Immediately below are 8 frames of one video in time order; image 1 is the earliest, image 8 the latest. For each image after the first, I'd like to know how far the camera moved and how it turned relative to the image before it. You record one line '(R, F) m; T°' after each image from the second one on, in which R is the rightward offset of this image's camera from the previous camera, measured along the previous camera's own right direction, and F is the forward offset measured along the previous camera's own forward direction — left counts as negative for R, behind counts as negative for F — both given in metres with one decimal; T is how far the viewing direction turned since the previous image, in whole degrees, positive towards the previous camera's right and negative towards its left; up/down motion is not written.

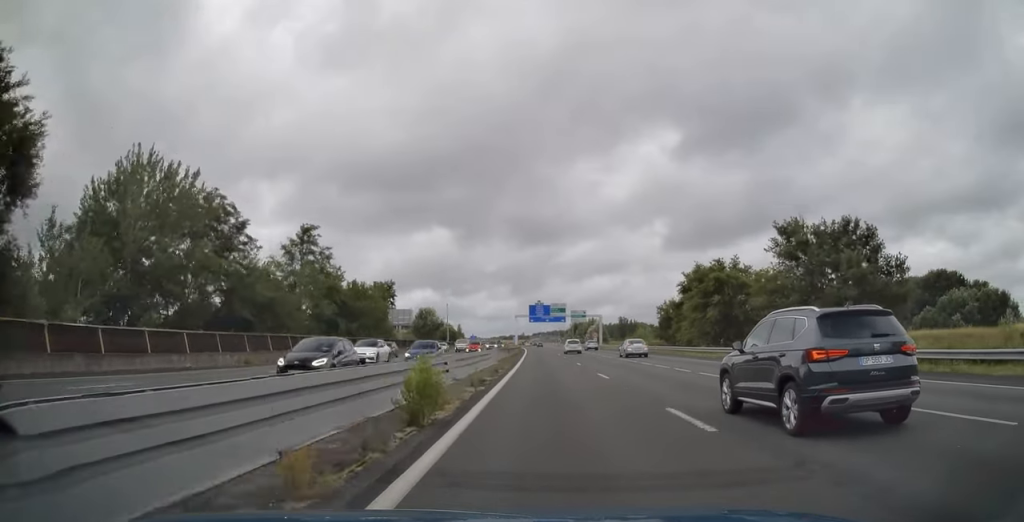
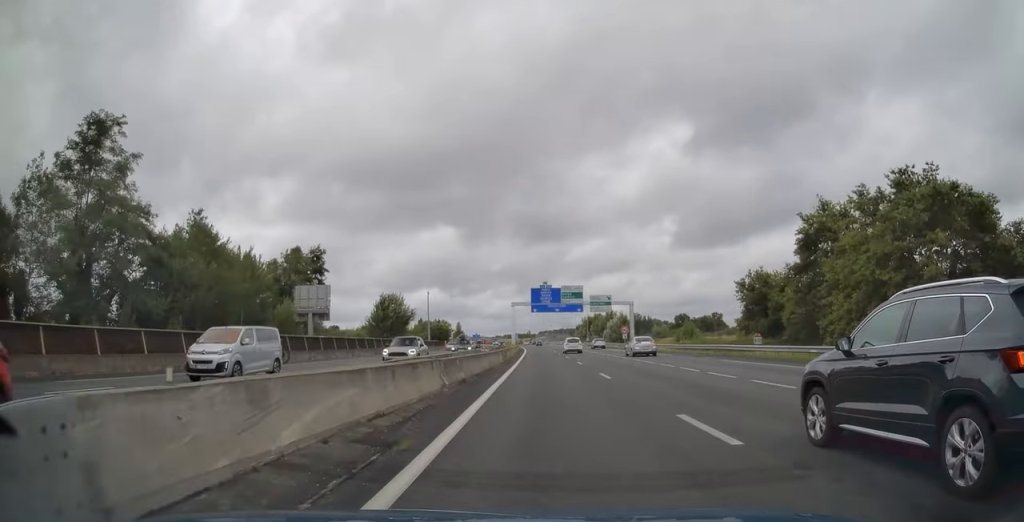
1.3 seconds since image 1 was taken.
(-0.3, +40.4) m; -1°
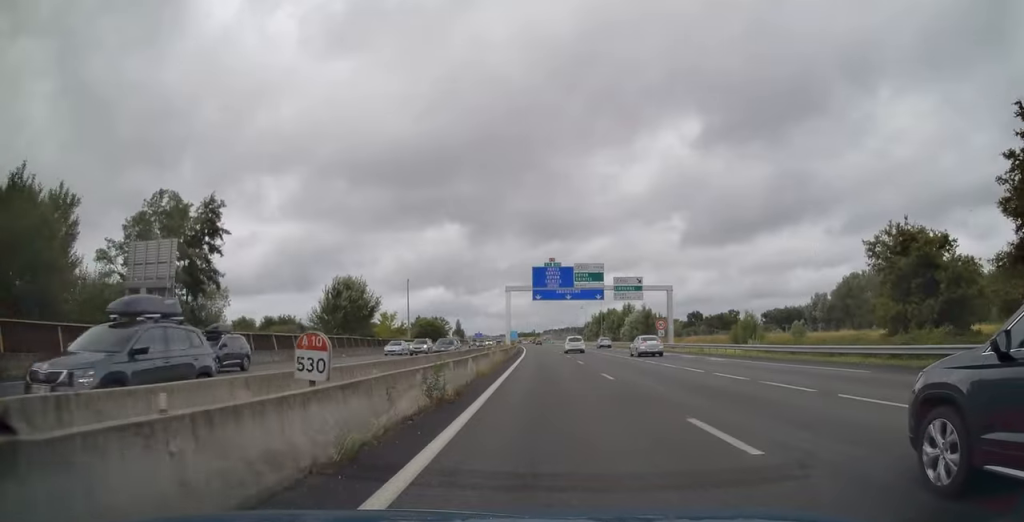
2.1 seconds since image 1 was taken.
(-0.1, +26.8) m; 0°
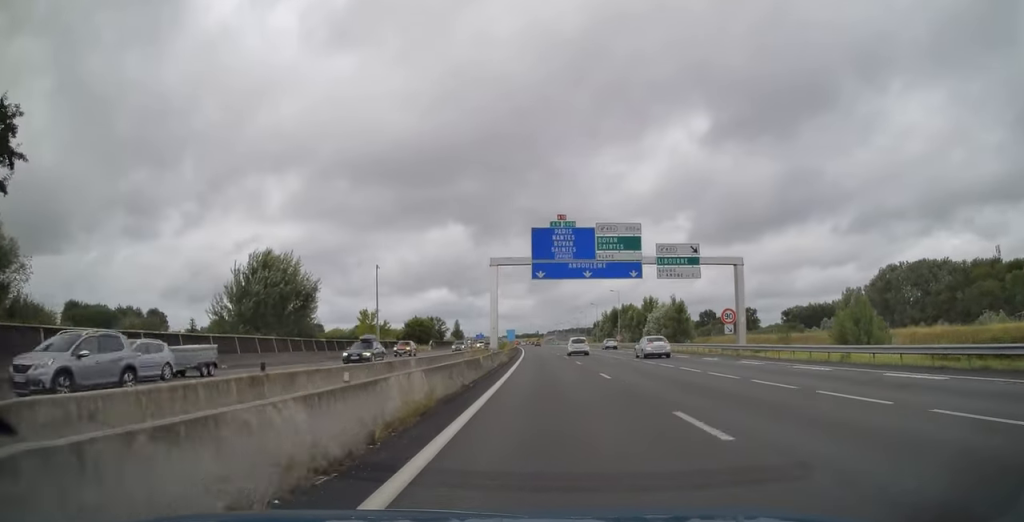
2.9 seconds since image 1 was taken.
(-0.1, +25.3) m; 0°
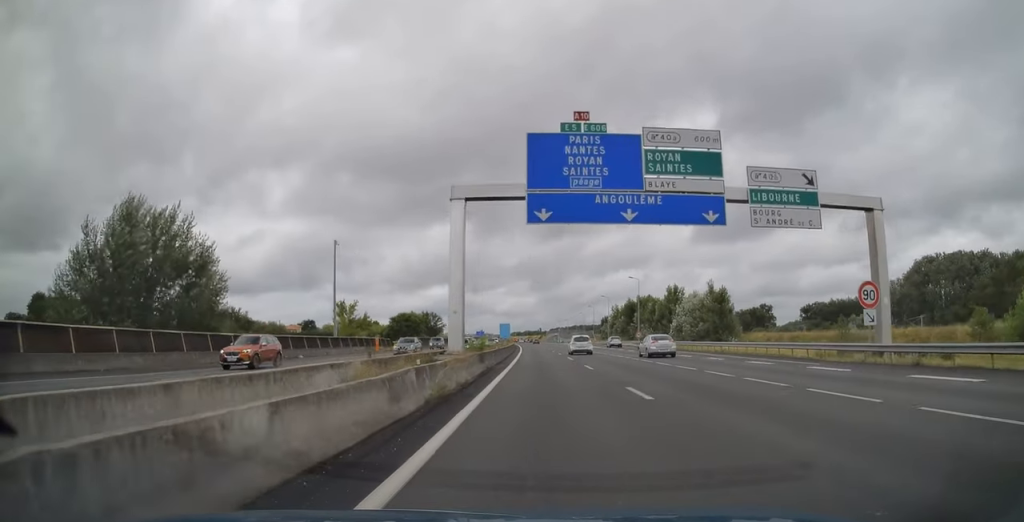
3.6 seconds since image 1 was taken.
(-0.1, +21.0) m; 0°
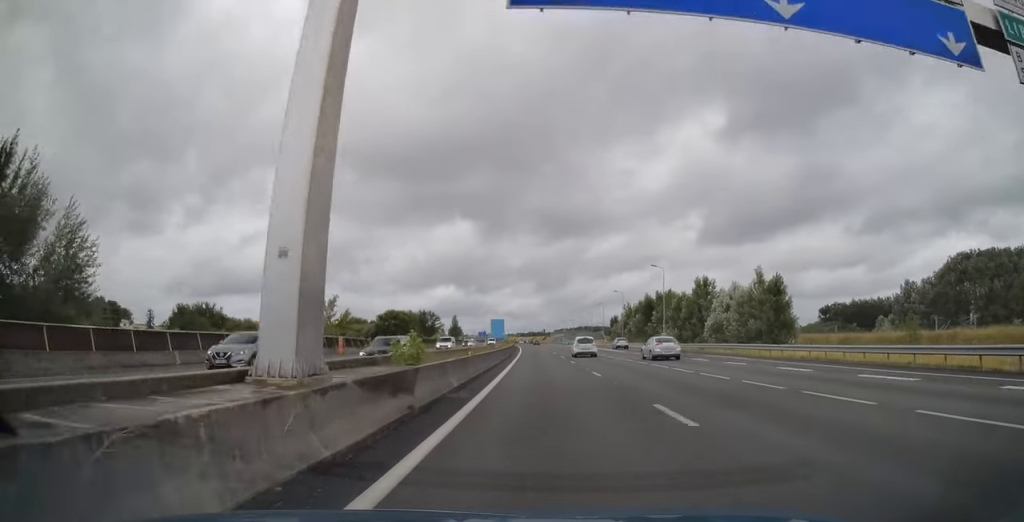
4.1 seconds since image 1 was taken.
(0.0, +16.8) m; 0°
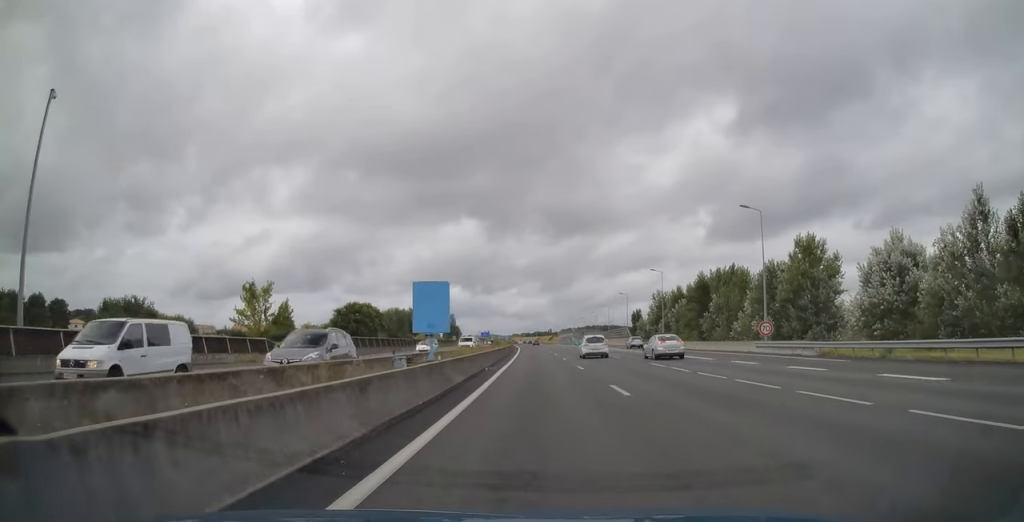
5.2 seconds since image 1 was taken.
(-0.2, +34.2) m; 0°
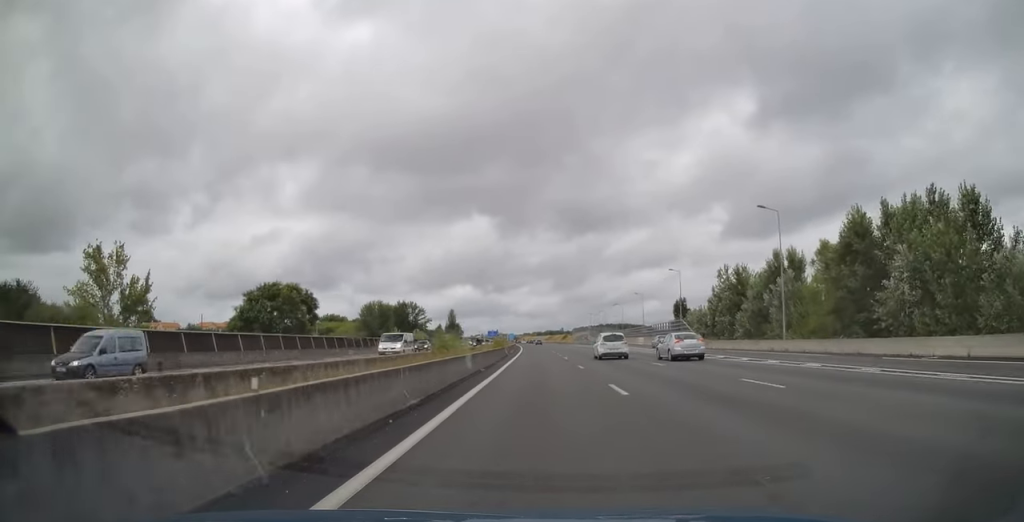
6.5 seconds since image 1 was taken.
(-0.2, +39.4) m; -1°
